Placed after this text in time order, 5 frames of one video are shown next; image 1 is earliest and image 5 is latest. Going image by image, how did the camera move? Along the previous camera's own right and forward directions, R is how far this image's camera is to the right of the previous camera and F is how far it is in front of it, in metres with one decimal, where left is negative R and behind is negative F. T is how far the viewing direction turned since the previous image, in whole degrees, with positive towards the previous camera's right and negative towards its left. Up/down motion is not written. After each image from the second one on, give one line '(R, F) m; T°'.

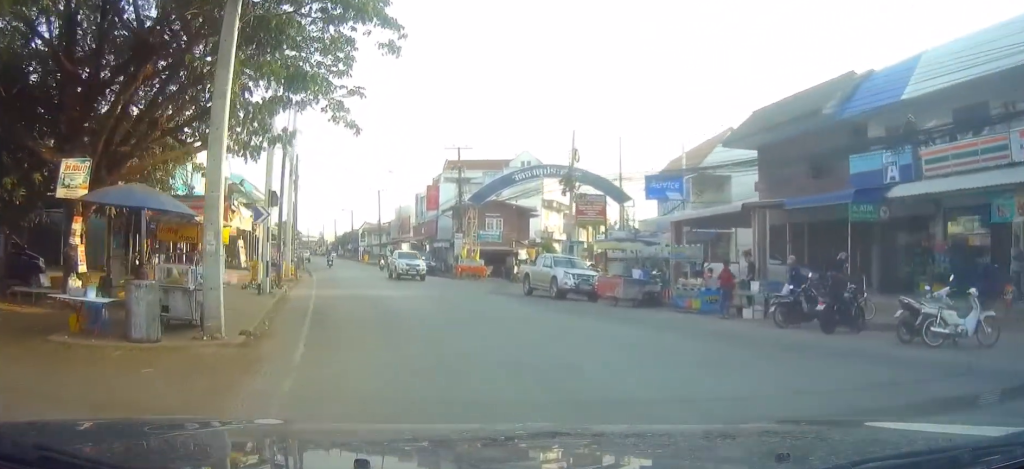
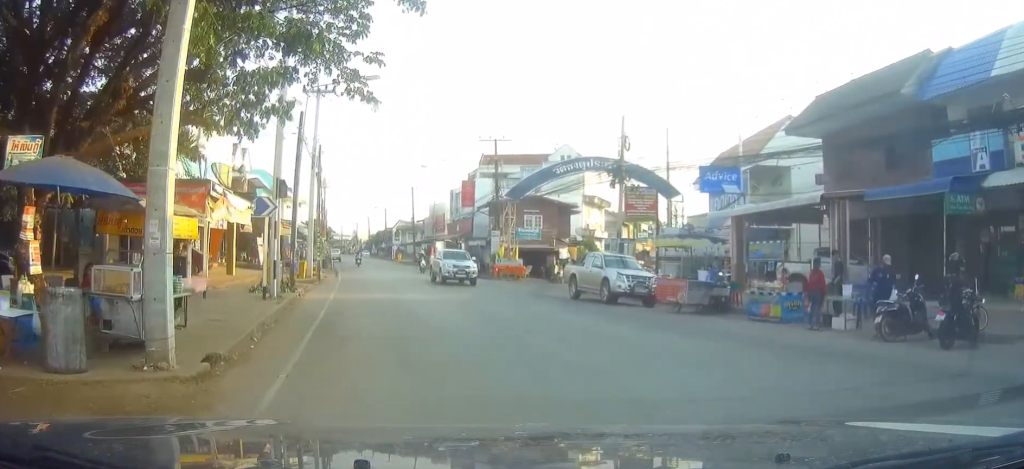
(-0.1, +3.3) m; -2°
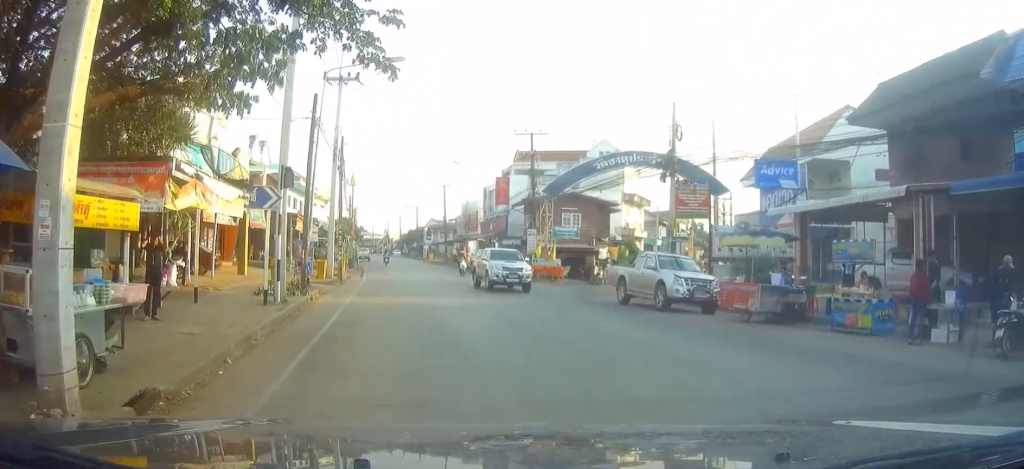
(+0.1, +3.2) m; -2°
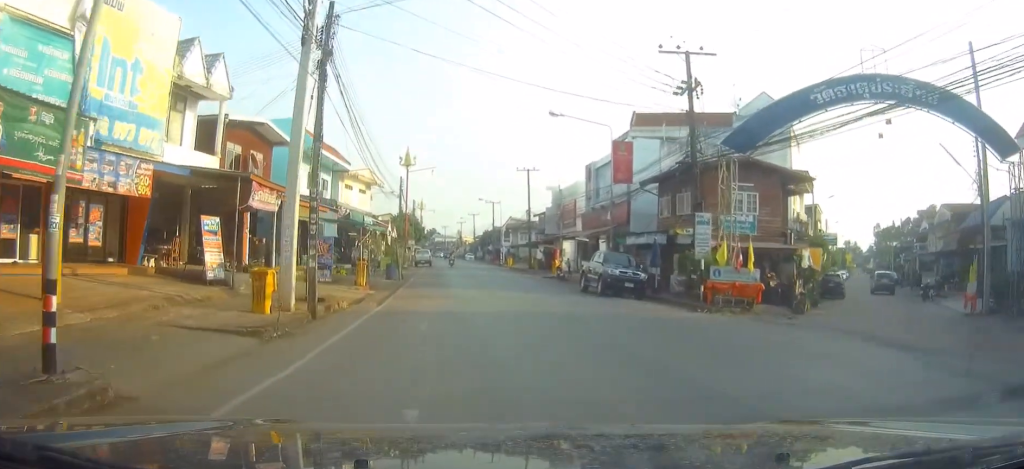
(-3.9, +20.2) m; -17°
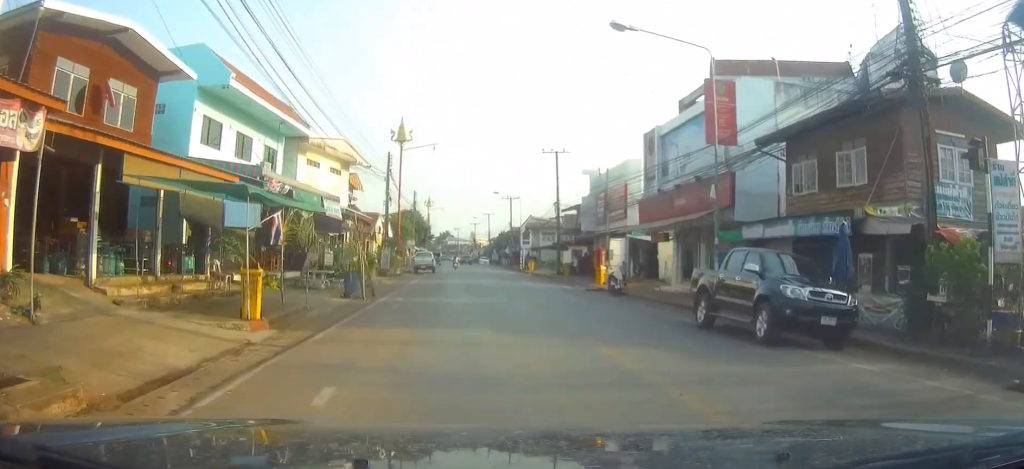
(+1.6, +15.1) m; +8°
